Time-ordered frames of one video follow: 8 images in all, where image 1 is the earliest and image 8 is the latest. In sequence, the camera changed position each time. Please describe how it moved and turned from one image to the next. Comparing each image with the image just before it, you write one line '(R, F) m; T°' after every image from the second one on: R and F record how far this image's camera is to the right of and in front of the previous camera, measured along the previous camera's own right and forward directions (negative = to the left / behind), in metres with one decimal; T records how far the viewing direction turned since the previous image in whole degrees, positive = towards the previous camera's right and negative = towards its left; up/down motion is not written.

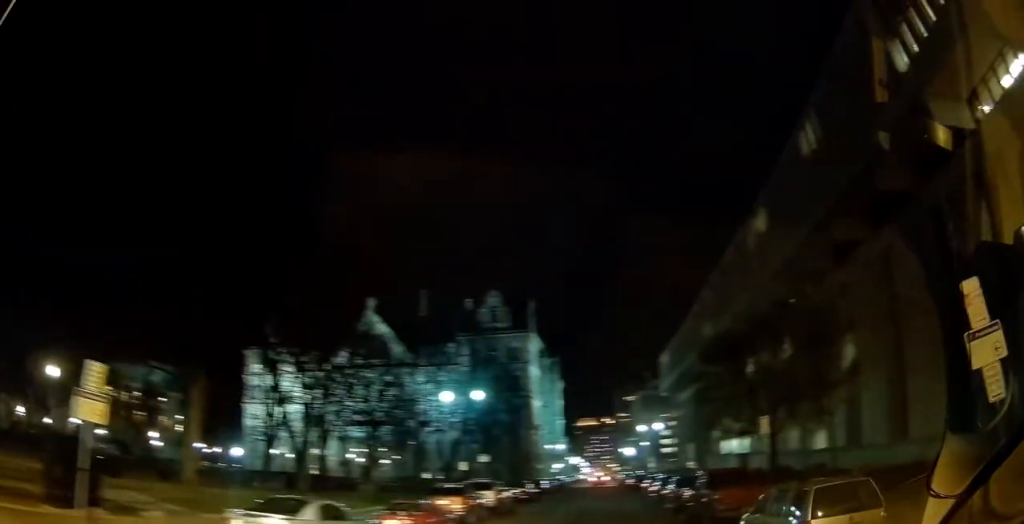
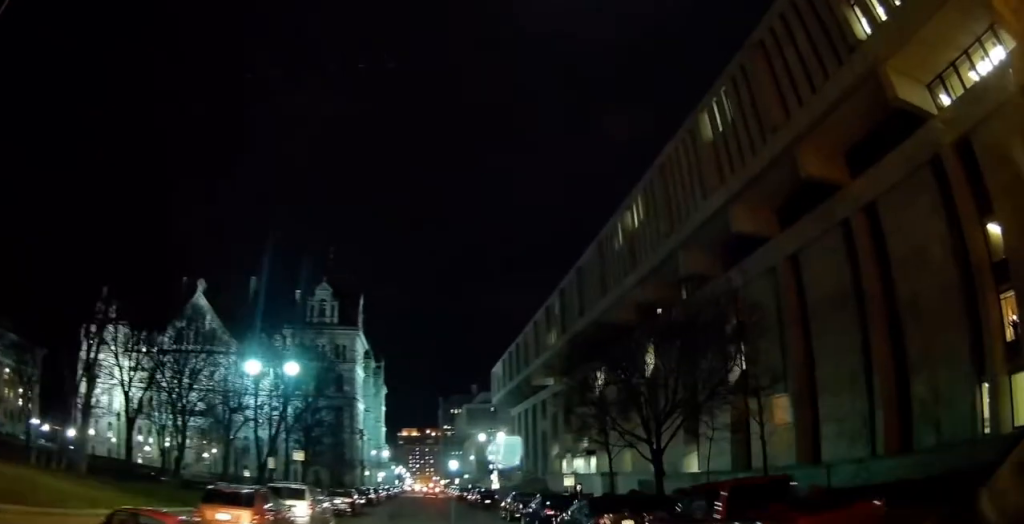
(+1.4, +8.7) m; +12°
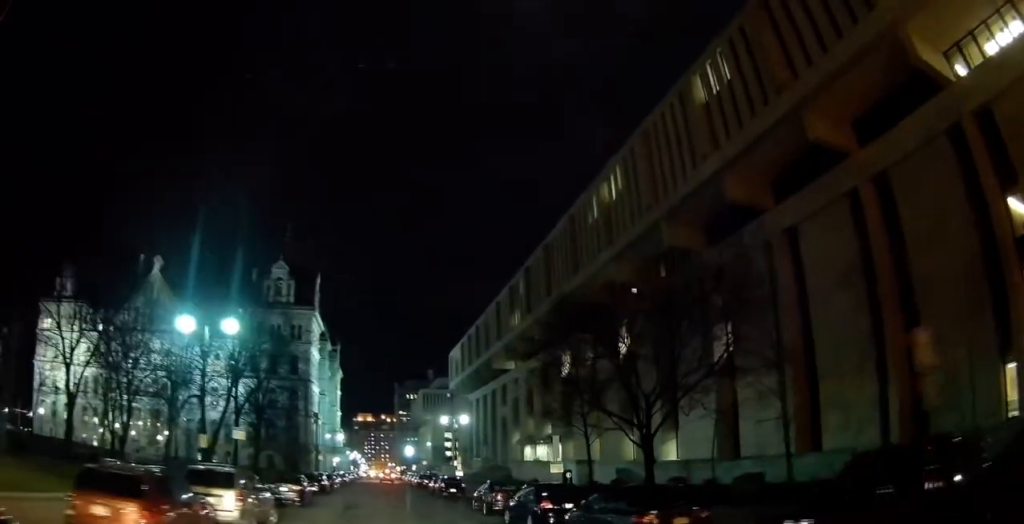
(+0.1, +4.5) m; +2°
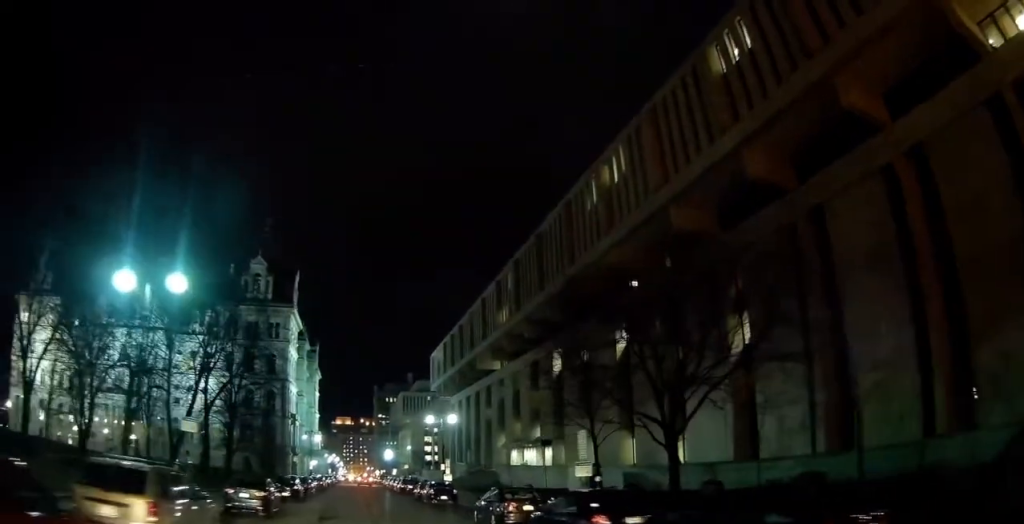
(0.0, +4.7) m; +2°
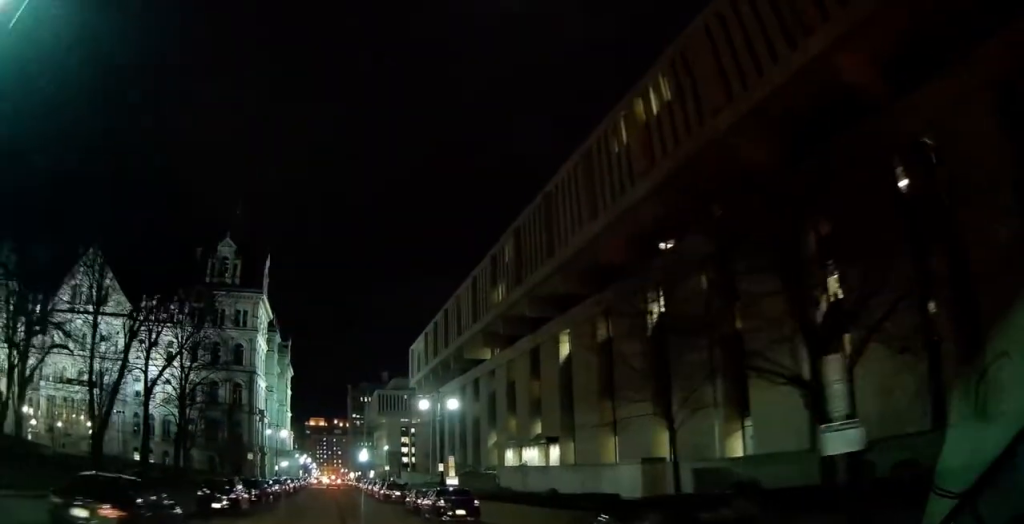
(+0.3, +12.0) m; +1°
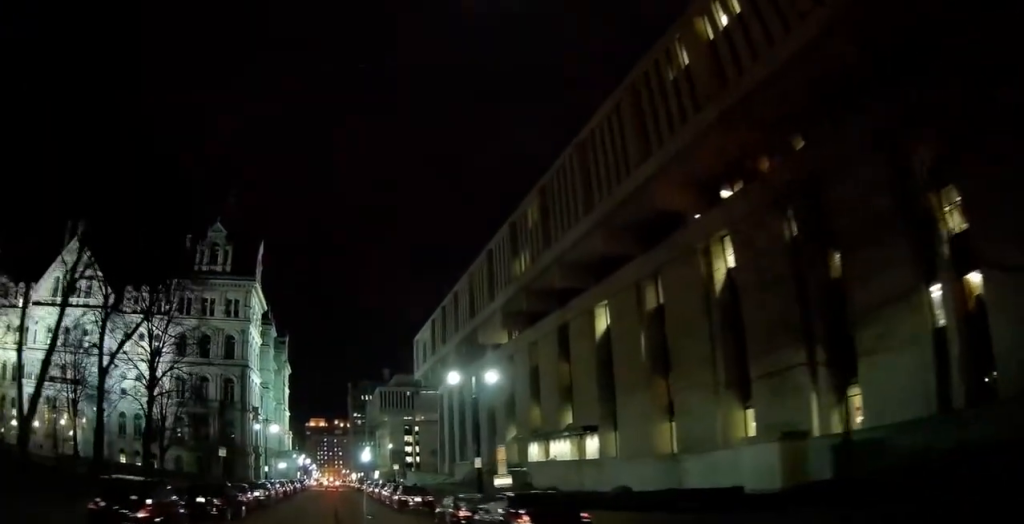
(0.0, +10.3) m; +1°
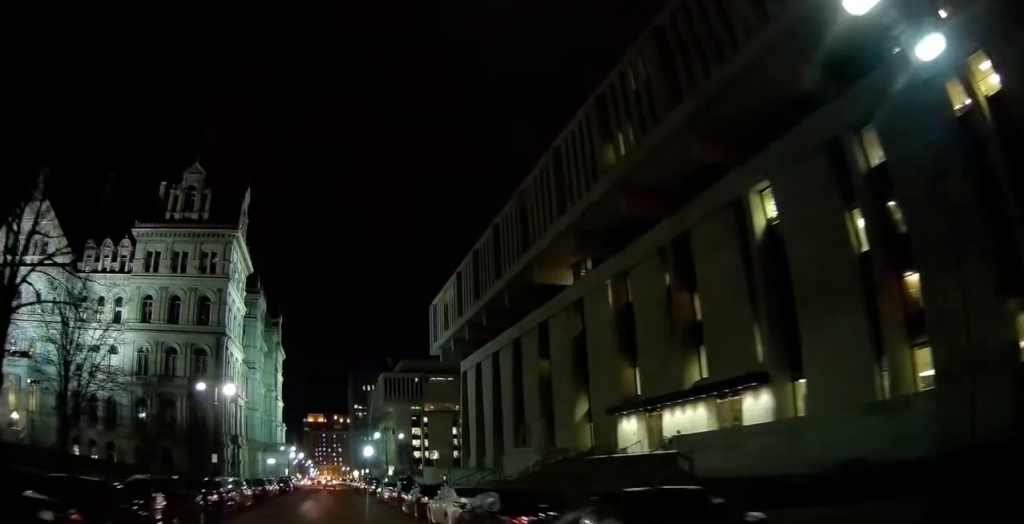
(-0.2, +24.4) m; 0°
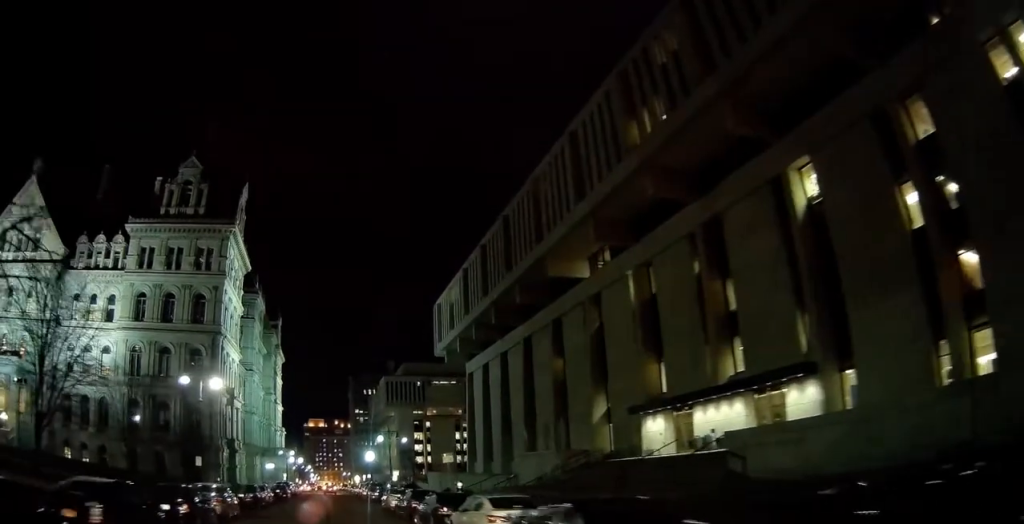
(-0.1, +4.0) m; +1°
